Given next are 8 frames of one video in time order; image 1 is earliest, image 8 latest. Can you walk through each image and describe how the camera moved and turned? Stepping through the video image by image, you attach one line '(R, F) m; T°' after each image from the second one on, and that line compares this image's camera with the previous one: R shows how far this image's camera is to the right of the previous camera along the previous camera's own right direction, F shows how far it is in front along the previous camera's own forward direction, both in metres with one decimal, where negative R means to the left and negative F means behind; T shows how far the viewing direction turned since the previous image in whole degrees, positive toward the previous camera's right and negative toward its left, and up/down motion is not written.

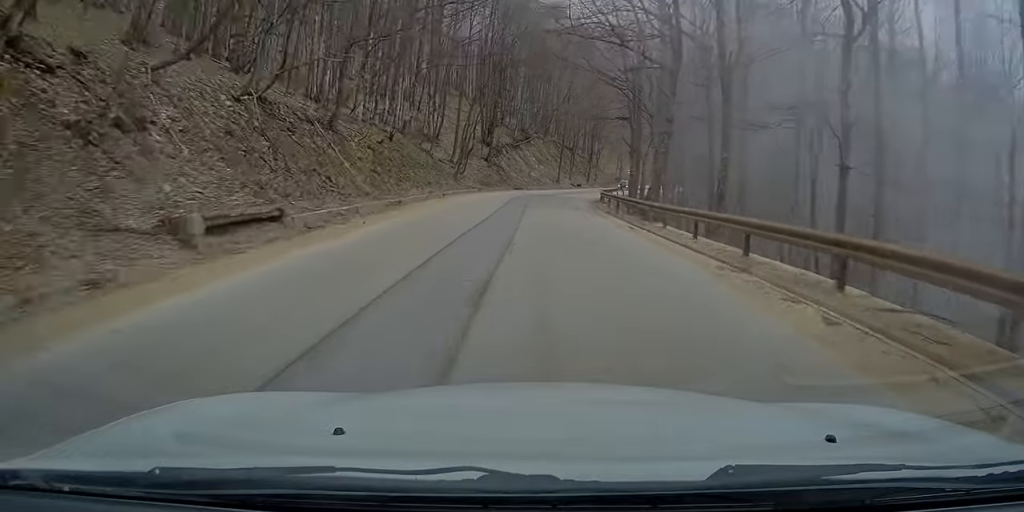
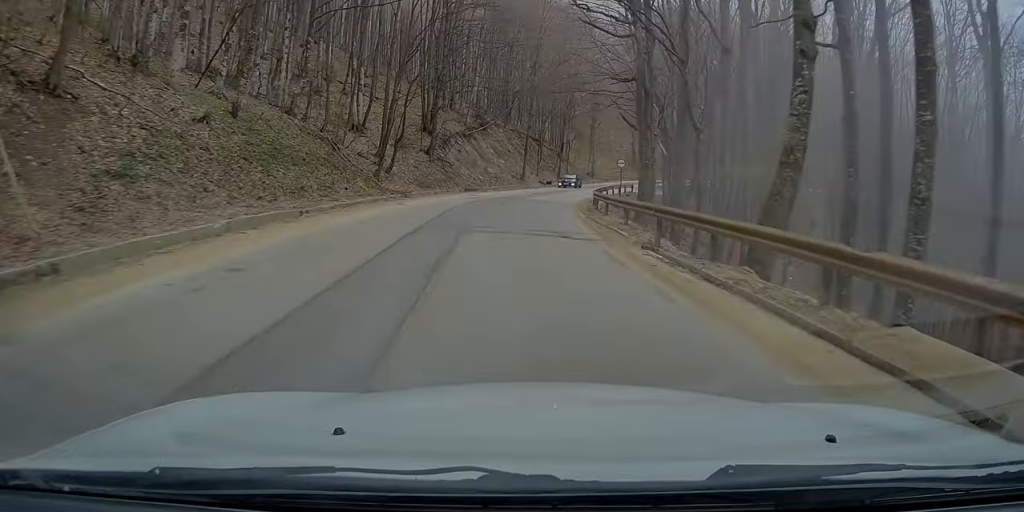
(-0.2, +16.3) m; -1°
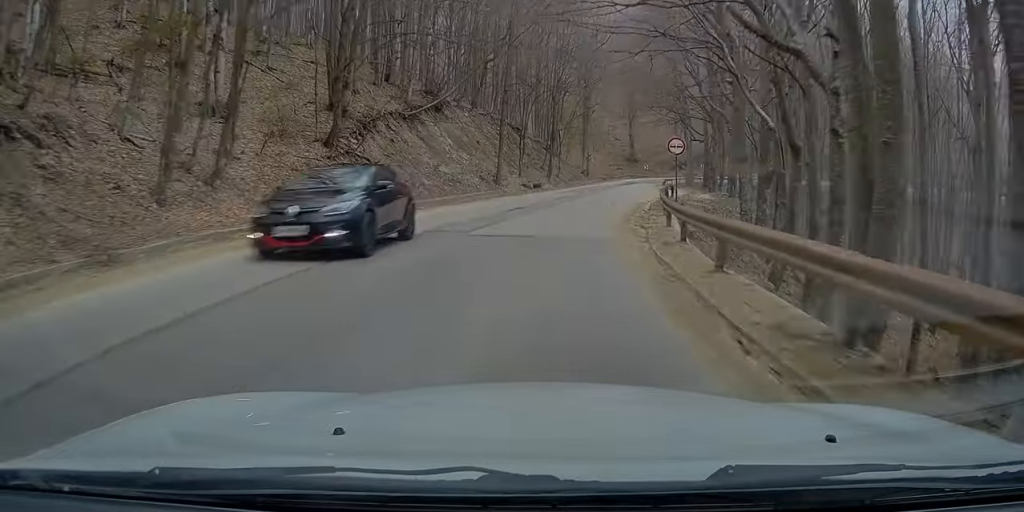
(+0.2, +21.7) m; +5°
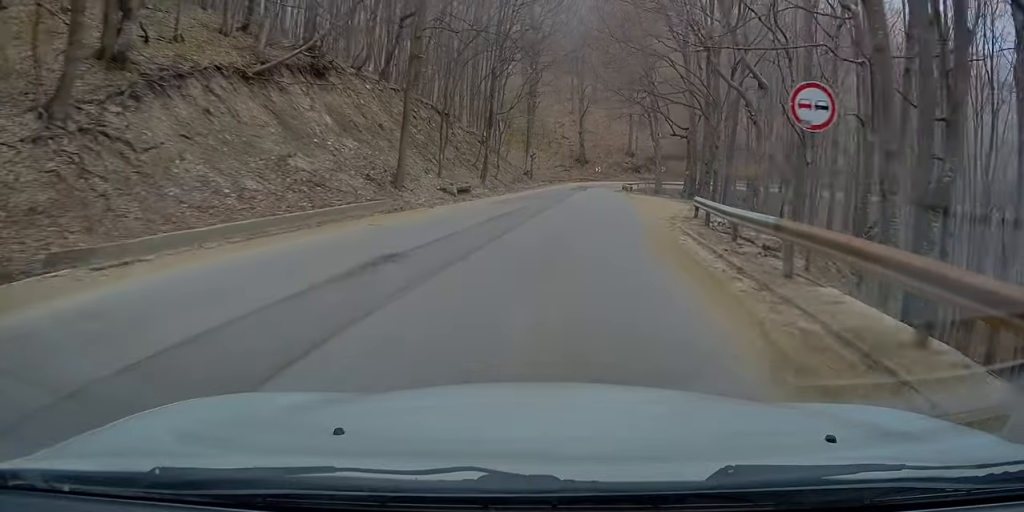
(+1.0, +15.4) m; +6°
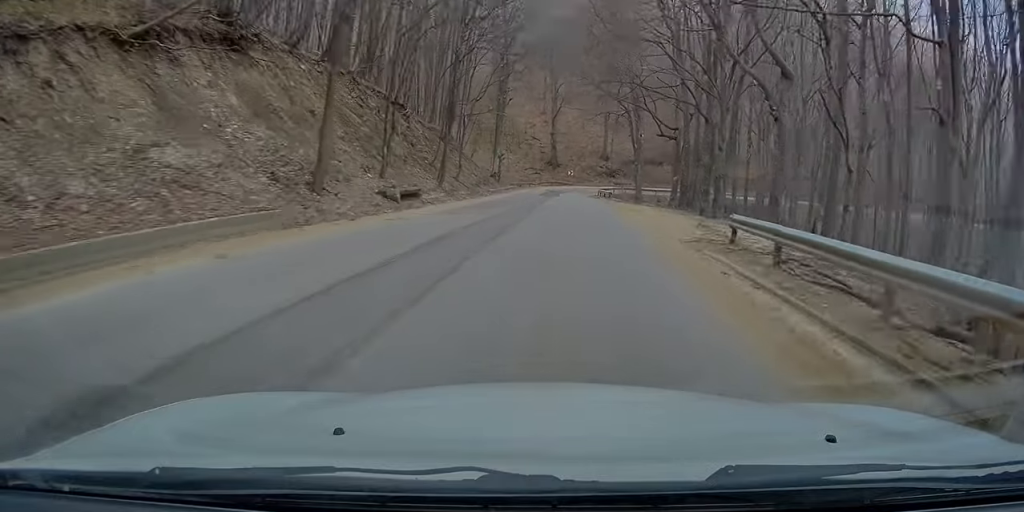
(+0.2, +6.4) m; +2°
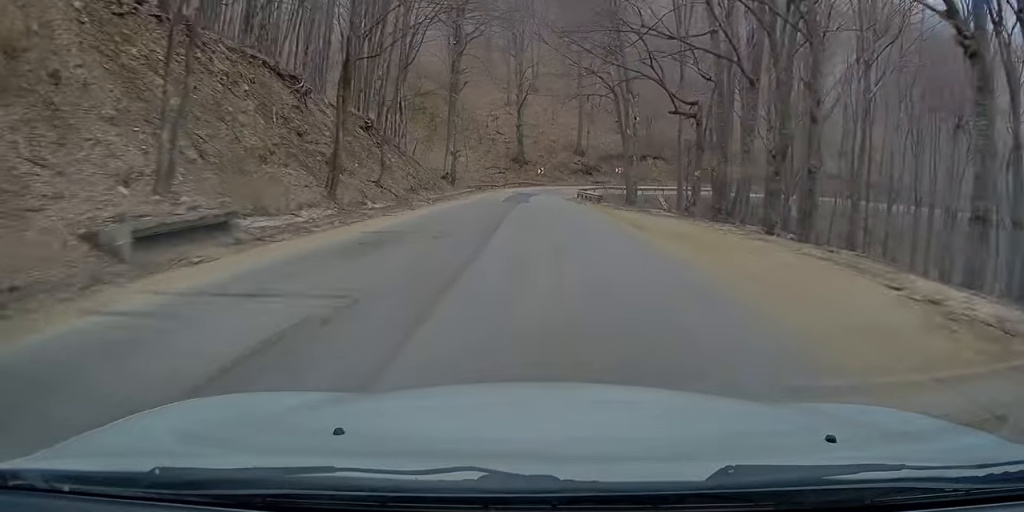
(+0.1, +14.3) m; +1°
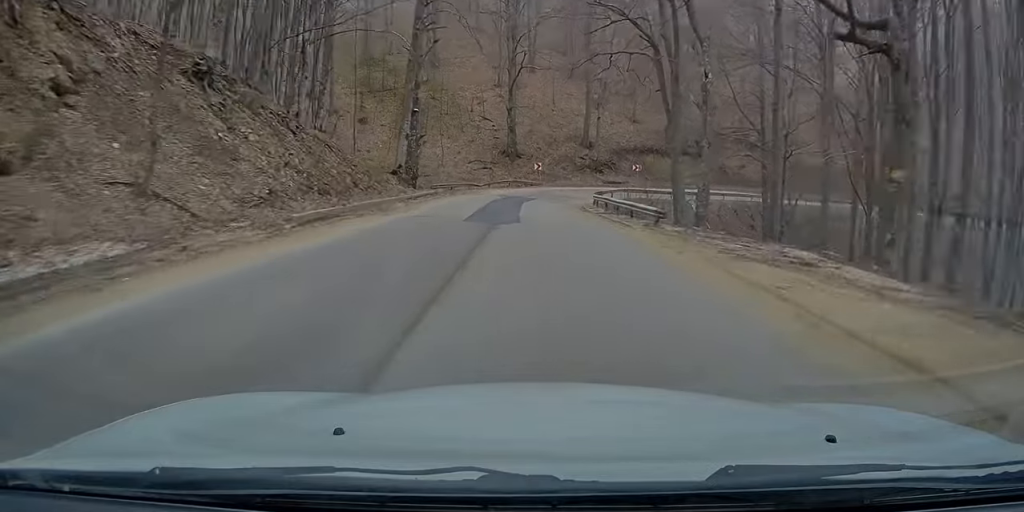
(+0.5, +18.4) m; +3°
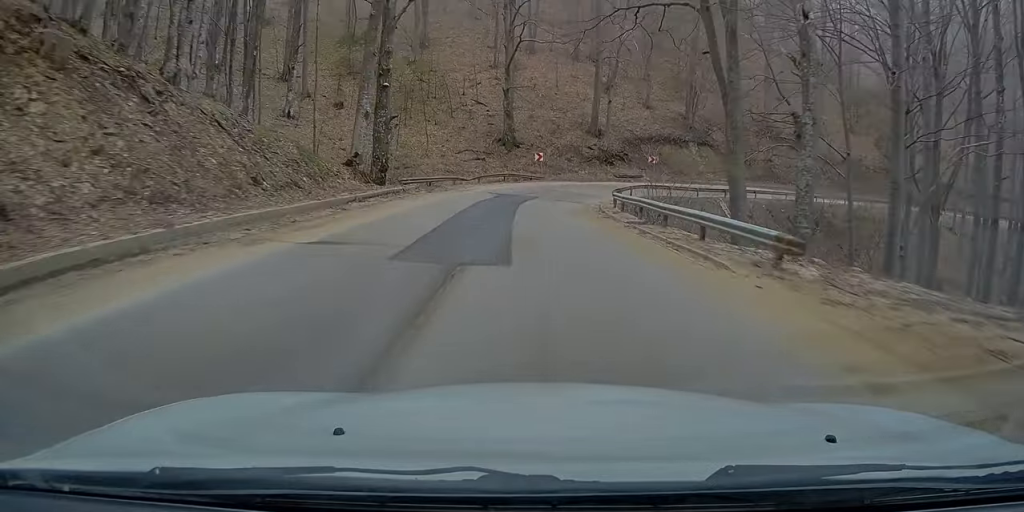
(+0.4, +9.3) m; +1°
